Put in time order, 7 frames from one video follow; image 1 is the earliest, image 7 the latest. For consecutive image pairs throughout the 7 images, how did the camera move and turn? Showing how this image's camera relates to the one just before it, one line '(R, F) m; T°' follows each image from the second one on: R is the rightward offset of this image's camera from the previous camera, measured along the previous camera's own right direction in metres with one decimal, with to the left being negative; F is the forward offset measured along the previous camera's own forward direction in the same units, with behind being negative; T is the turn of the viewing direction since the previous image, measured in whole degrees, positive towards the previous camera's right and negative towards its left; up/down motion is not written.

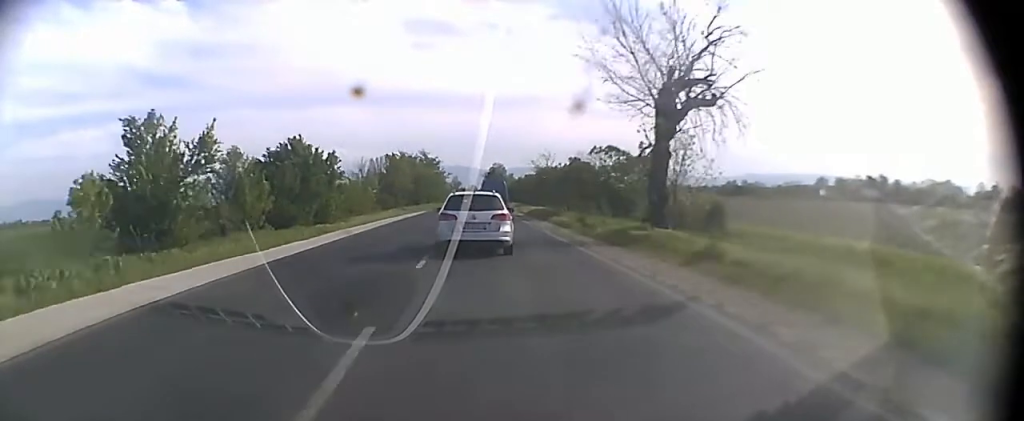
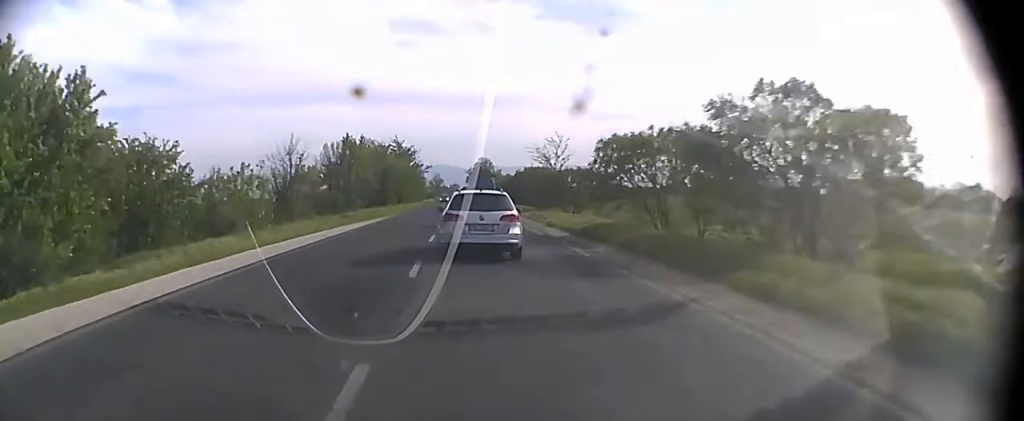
(-0.1, +28.2) m; 0°
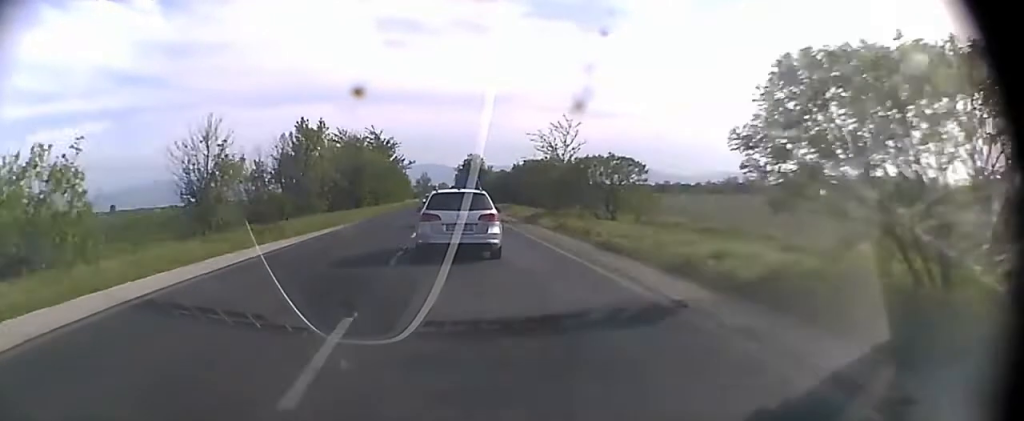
(+0.1, +15.9) m; +1°
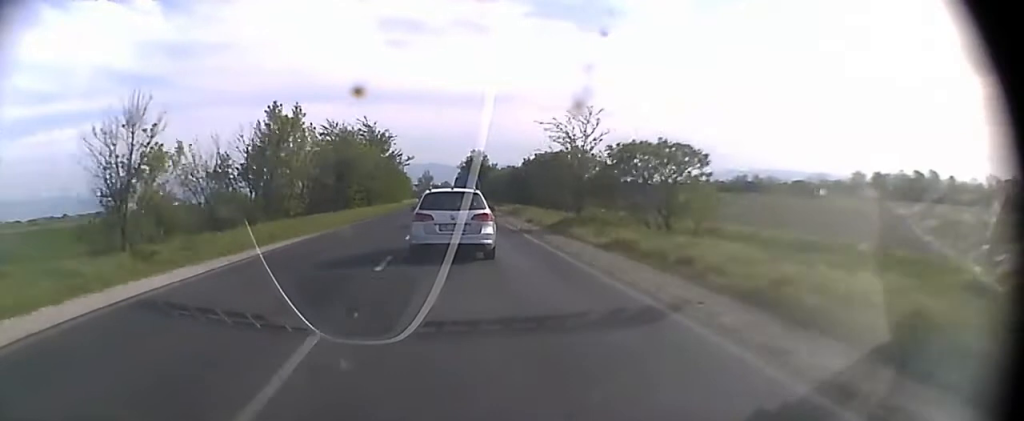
(0.0, +9.9) m; 0°
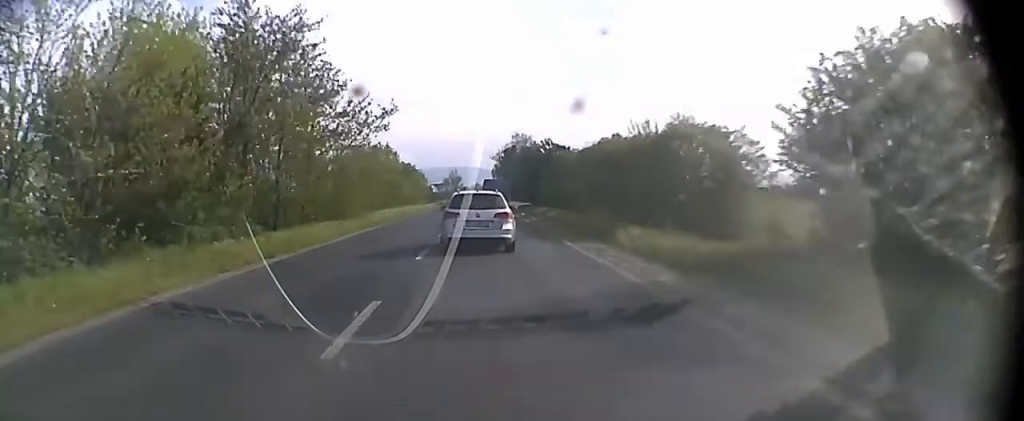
(-0.4, +60.2) m; -1°
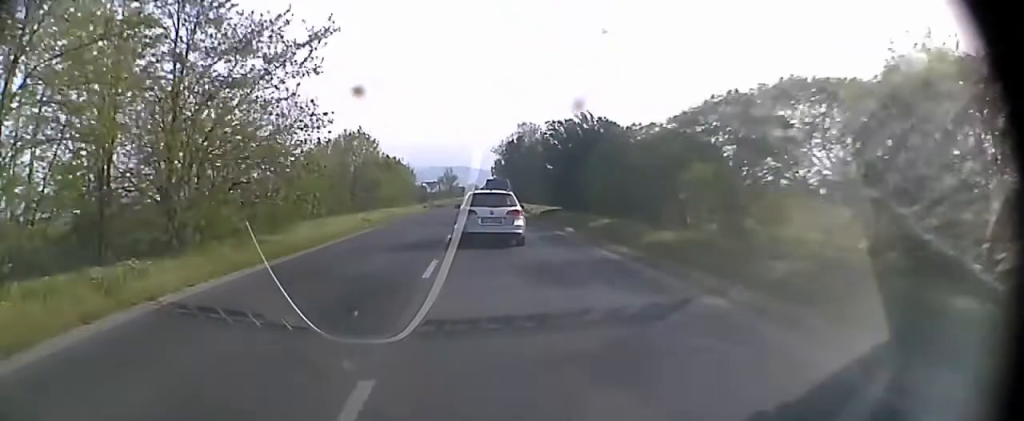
(-0.1, +21.3) m; 0°
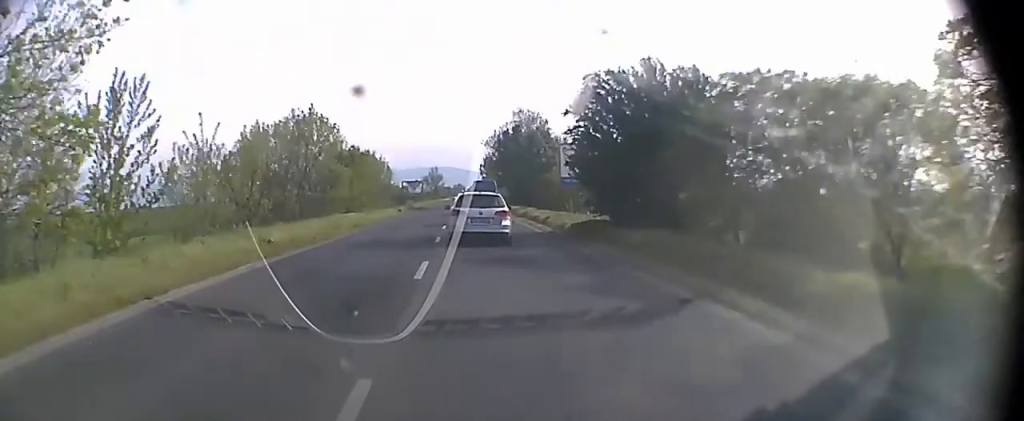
(0.0, +17.6) m; 0°
